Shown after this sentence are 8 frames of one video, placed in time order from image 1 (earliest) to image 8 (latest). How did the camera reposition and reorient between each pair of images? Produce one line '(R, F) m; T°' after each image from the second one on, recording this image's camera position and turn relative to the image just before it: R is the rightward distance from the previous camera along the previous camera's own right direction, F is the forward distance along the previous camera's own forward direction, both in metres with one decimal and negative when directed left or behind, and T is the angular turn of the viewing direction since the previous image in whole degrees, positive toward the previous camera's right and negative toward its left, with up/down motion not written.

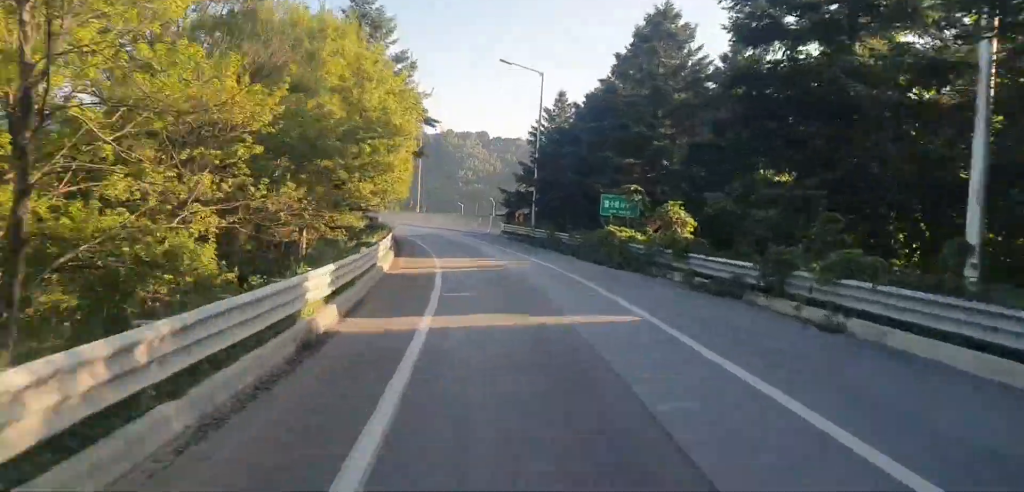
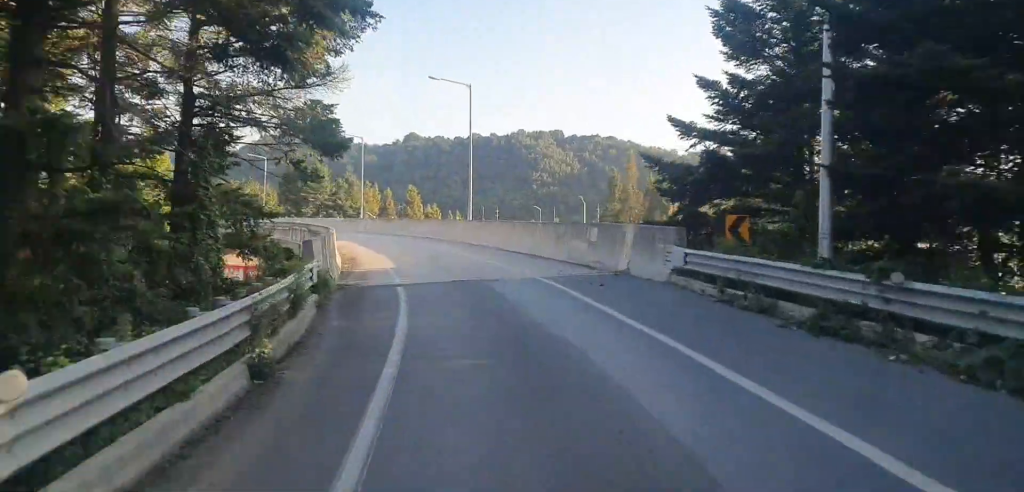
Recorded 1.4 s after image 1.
(-0.8, +32.7) m; -4°
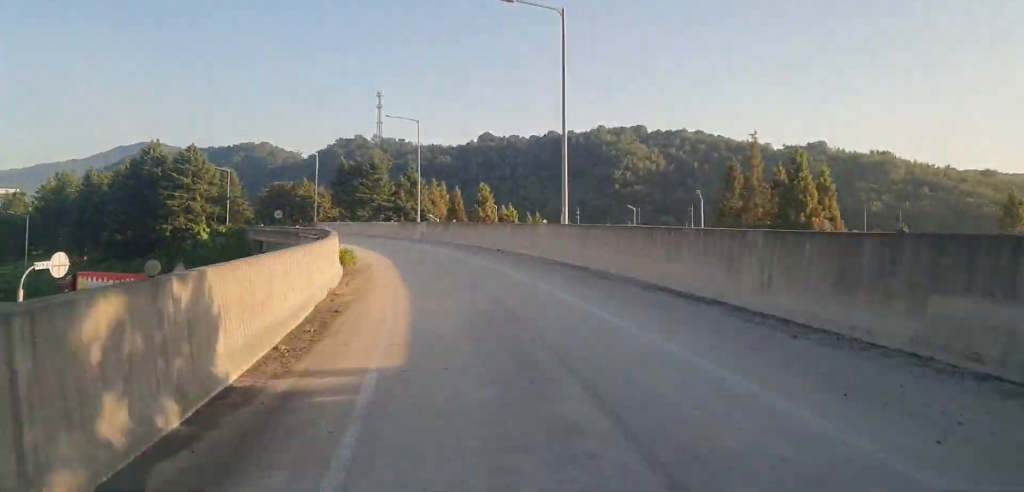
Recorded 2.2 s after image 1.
(-0.4, +17.6) m; -3°
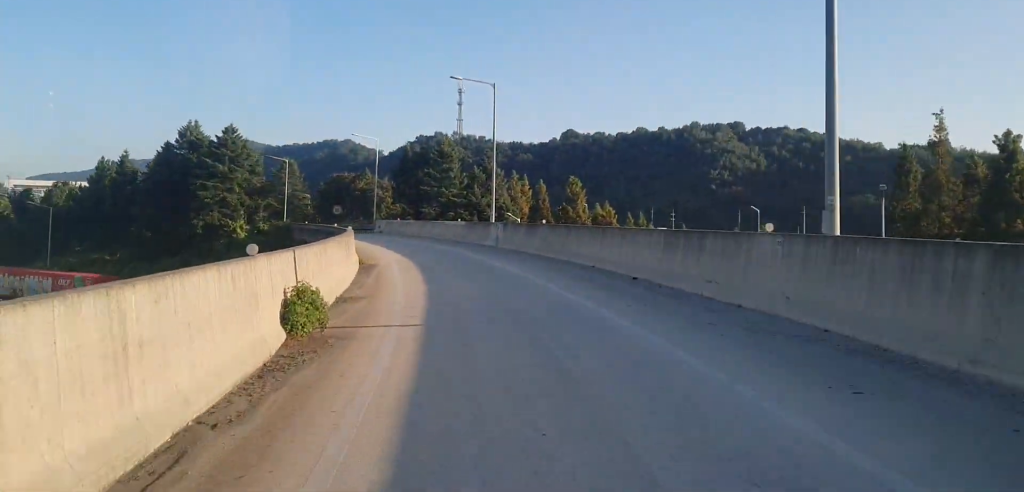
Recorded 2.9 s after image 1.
(-0.4, +17.3) m; -6°
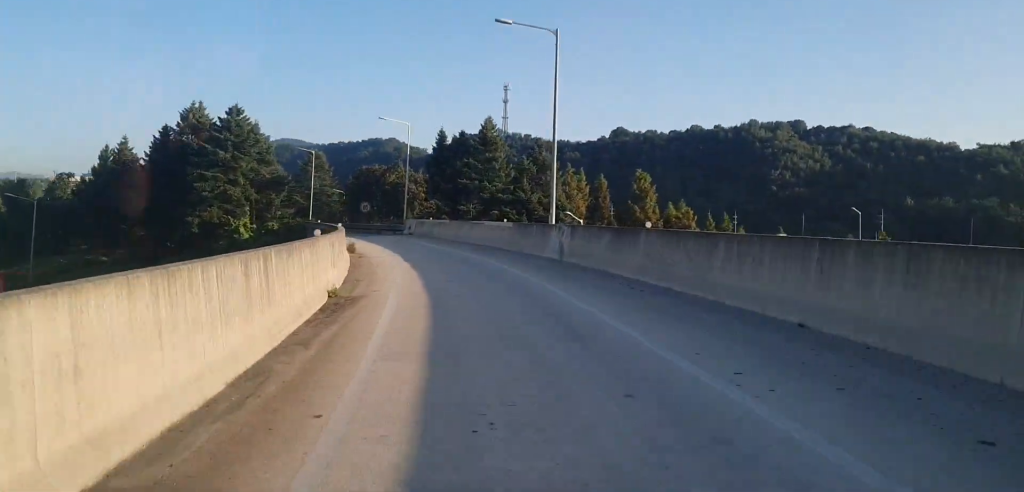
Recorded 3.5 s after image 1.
(-0.8, +13.3) m; -5°
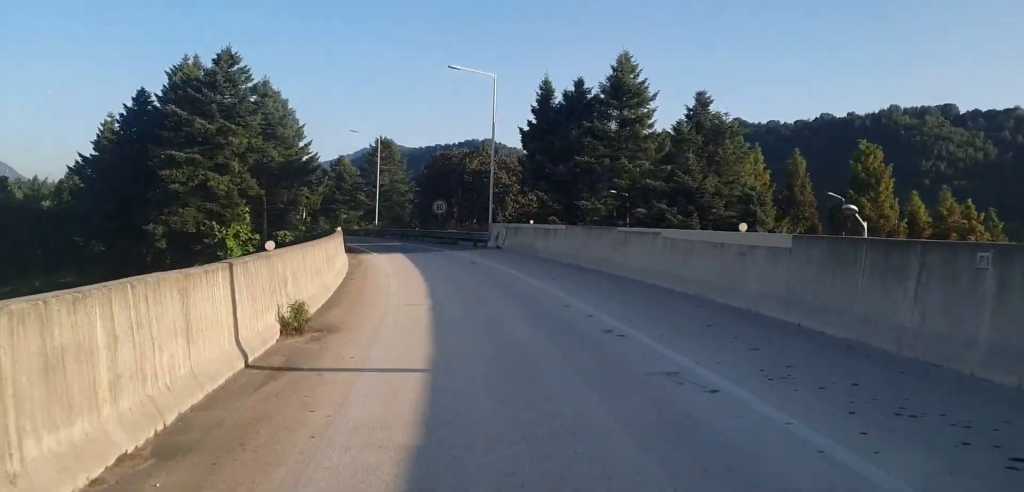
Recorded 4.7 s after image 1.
(-2.5, +25.4) m; -9°
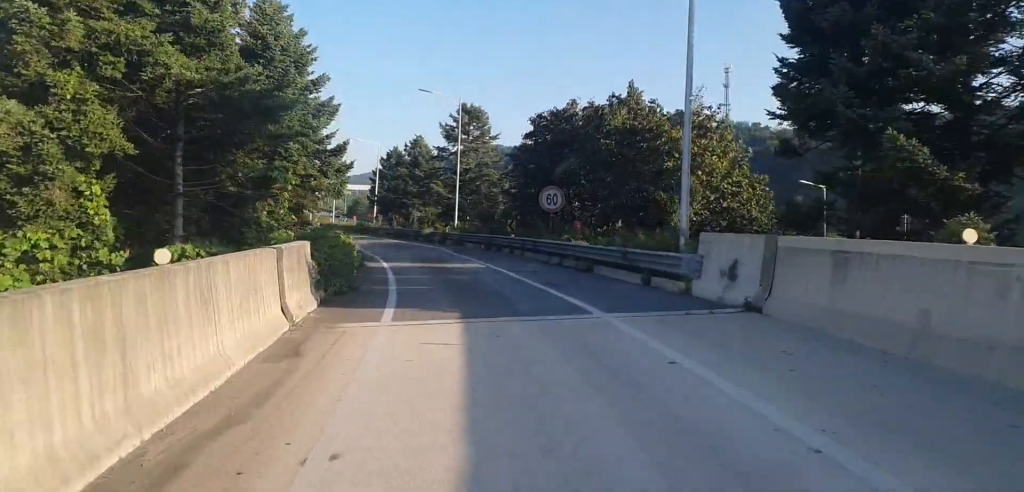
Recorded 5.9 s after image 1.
(-1.7, +25.5) m; -8°
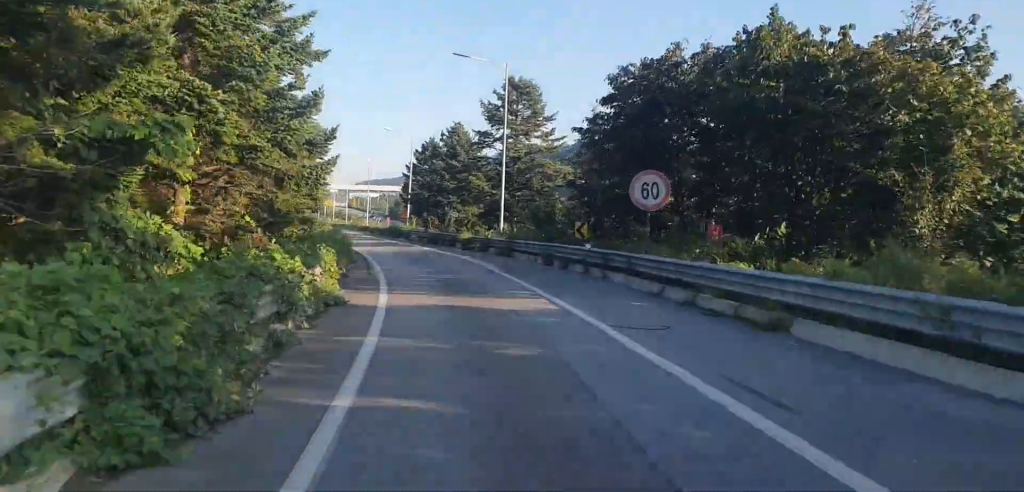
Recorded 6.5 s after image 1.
(-0.4, +12.1) m; -3°
